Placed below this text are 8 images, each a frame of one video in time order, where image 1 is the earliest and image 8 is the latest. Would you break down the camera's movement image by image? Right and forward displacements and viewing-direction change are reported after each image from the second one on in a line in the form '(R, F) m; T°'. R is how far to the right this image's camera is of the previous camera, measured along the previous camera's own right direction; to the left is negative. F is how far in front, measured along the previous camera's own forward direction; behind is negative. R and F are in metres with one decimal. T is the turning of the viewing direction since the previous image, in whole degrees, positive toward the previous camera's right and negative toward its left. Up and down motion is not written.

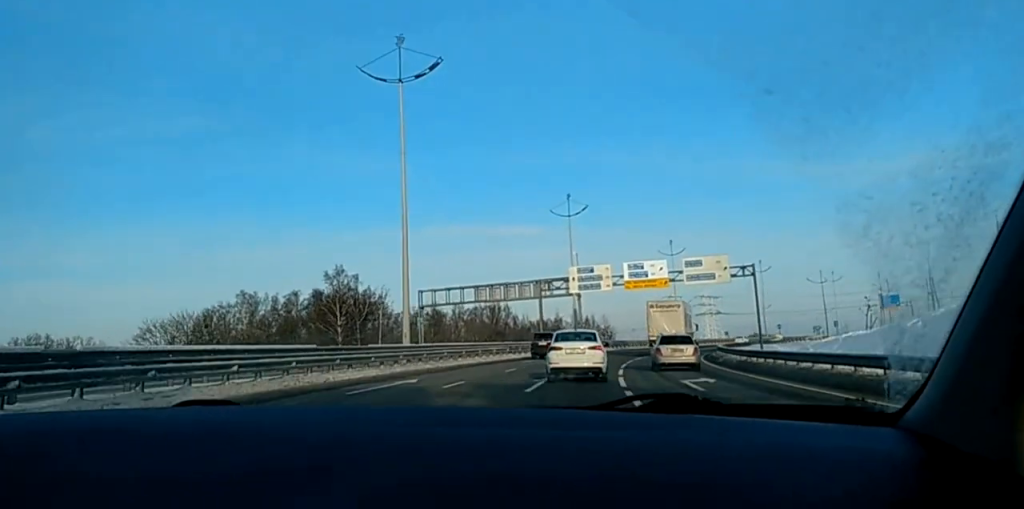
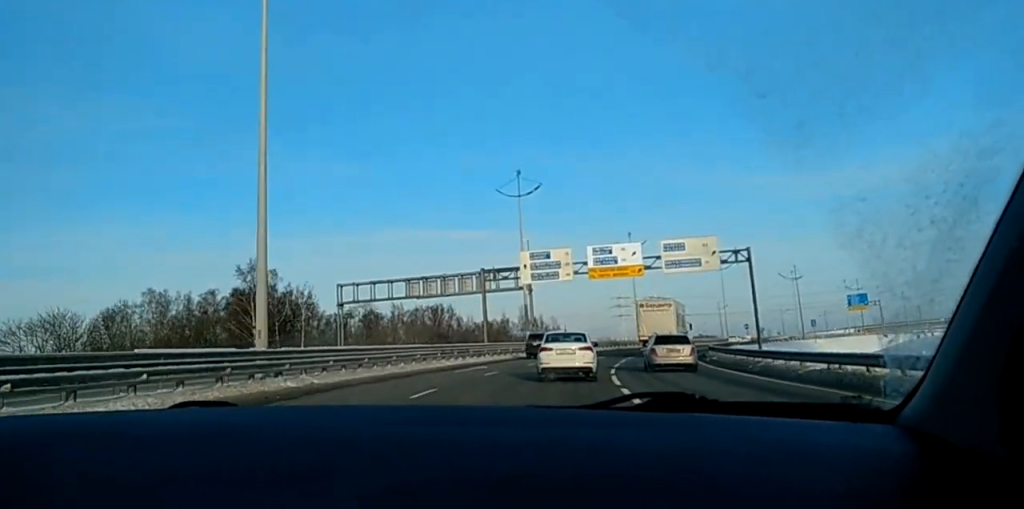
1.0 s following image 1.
(+0.6, +17.2) m; +3°
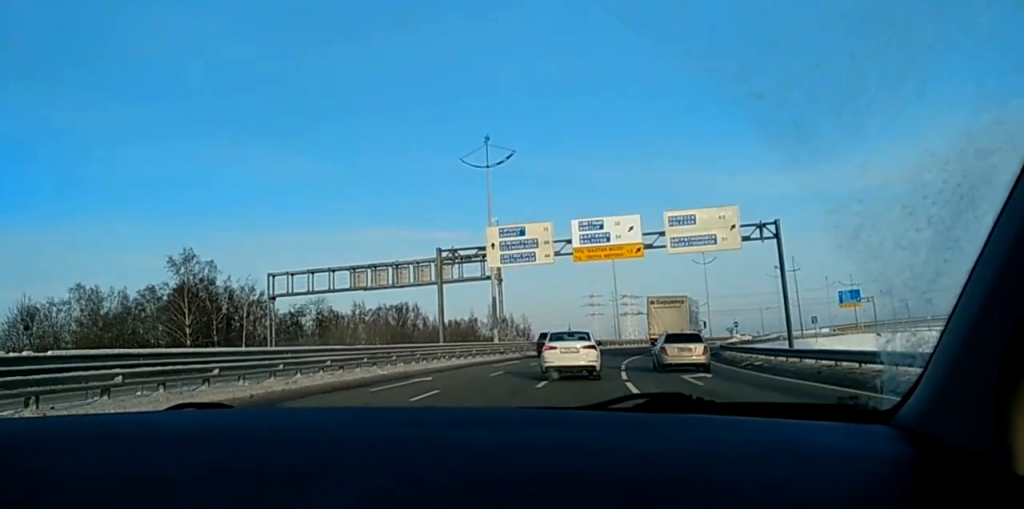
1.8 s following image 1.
(+0.3, +13.3) m; +2°
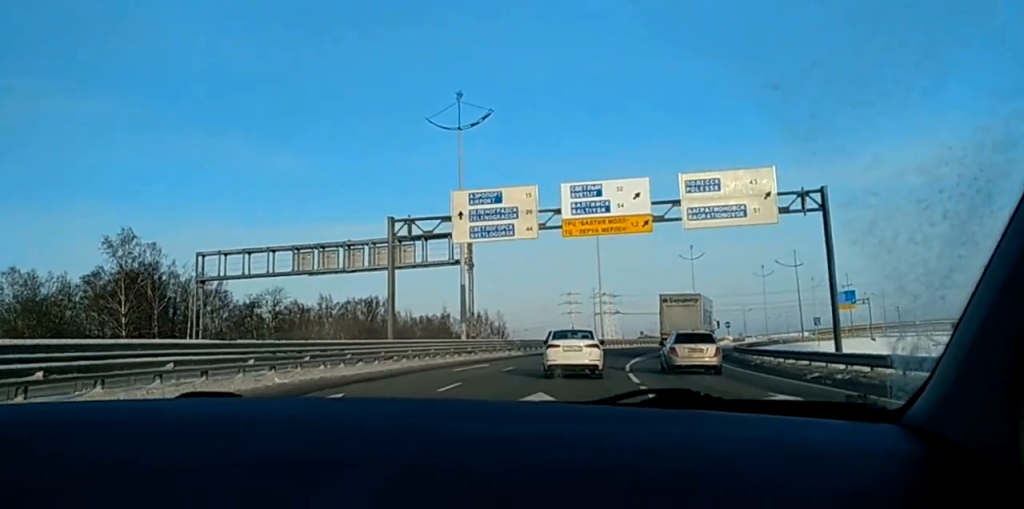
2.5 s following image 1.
(+0.1, +11.1) m; +2°
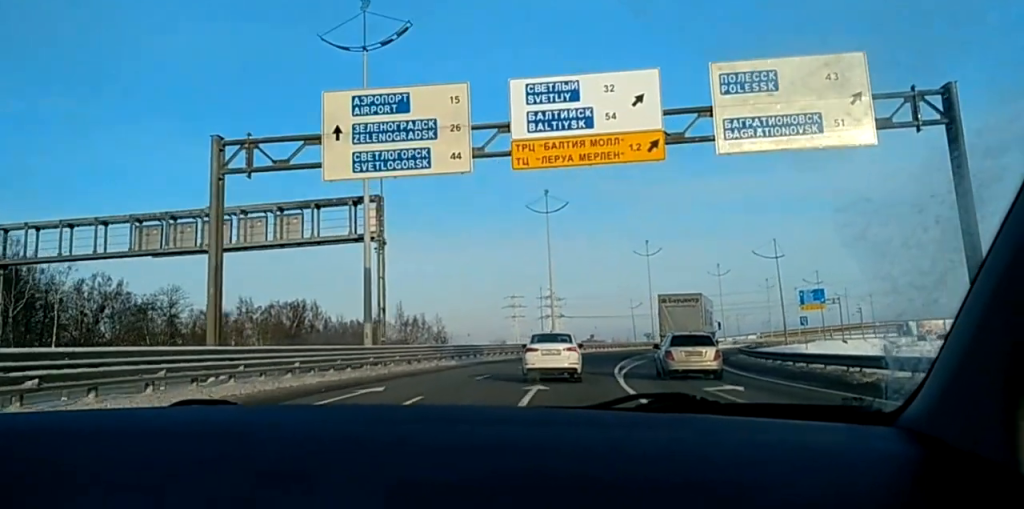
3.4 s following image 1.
(+0.4, +14.9) m; +6°
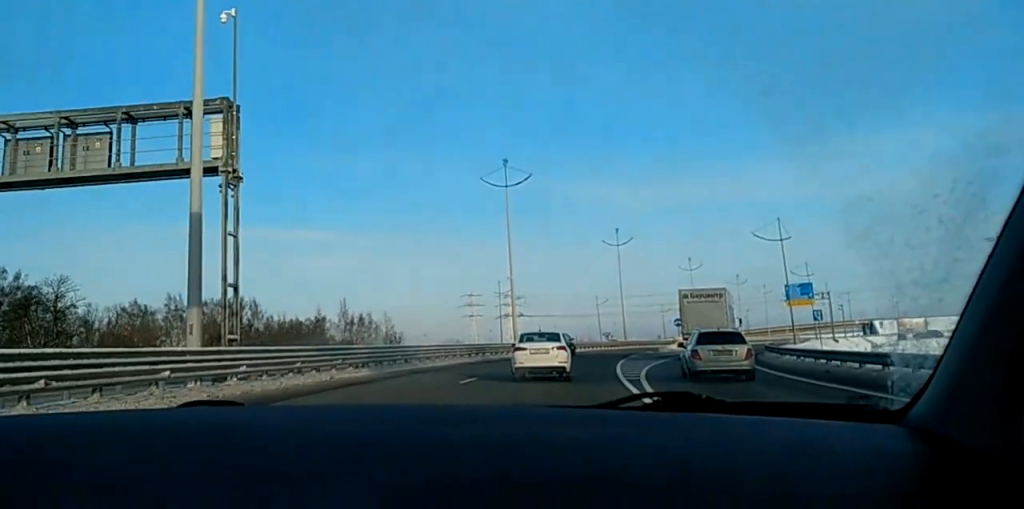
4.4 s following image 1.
(+1.2, +15.6) m; +5°
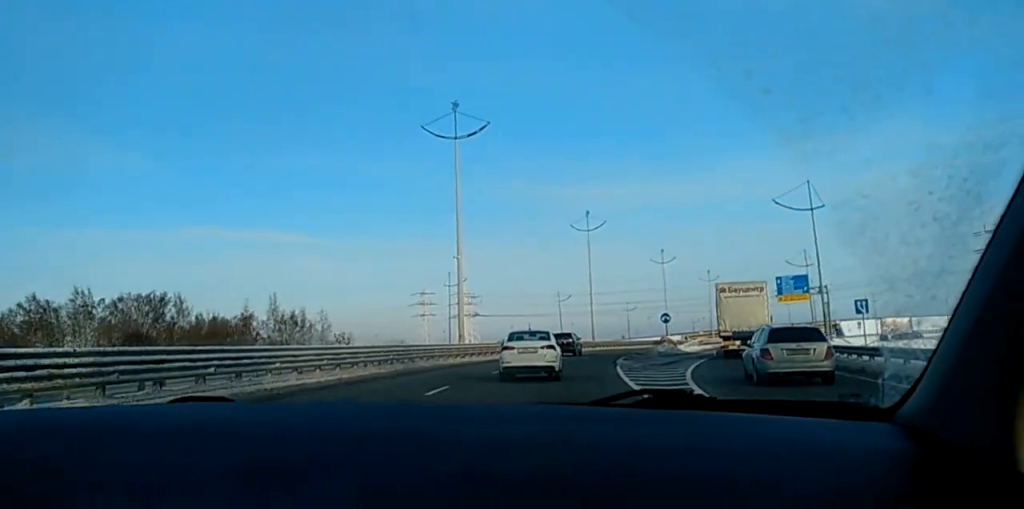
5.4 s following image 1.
(+0.3, +17.7) m; +1°
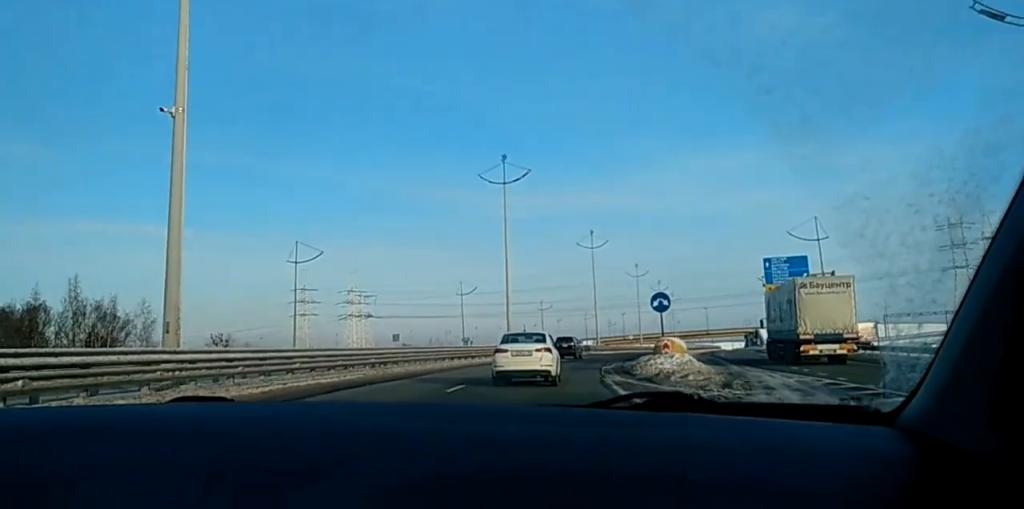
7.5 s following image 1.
(+2.1, +33.8) m; +7°
